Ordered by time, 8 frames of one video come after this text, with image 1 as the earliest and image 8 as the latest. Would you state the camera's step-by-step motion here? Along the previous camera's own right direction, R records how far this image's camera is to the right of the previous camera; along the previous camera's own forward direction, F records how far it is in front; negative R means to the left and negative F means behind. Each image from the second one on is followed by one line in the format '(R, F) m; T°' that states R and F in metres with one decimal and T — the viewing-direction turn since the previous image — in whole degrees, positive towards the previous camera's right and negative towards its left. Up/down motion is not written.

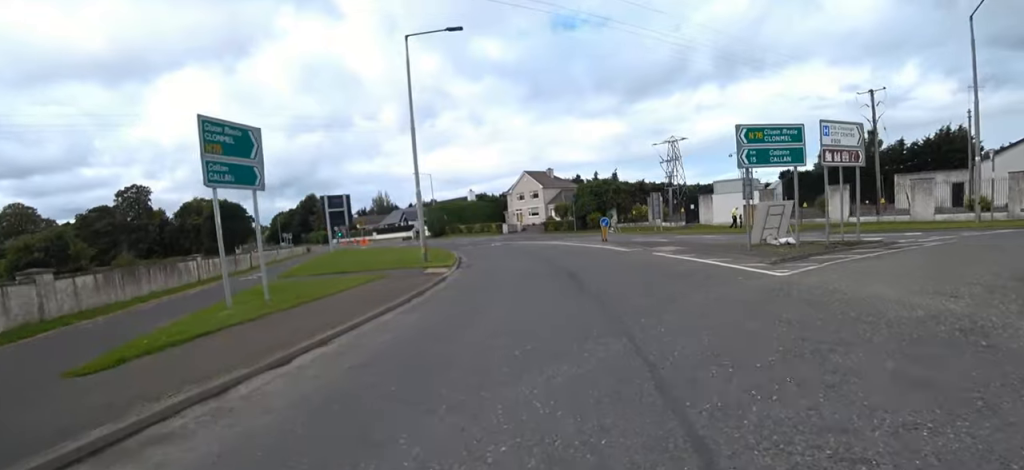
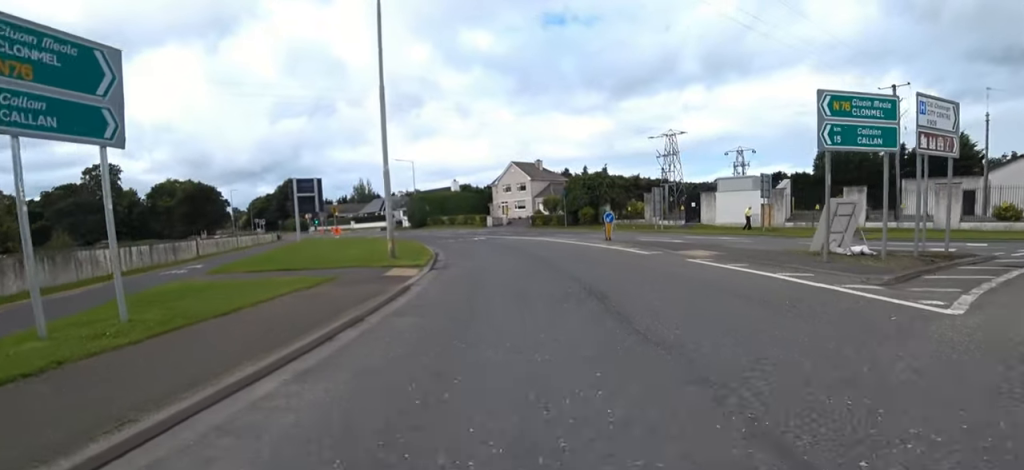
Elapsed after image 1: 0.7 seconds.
(-0.7, +3.6) m; 0°
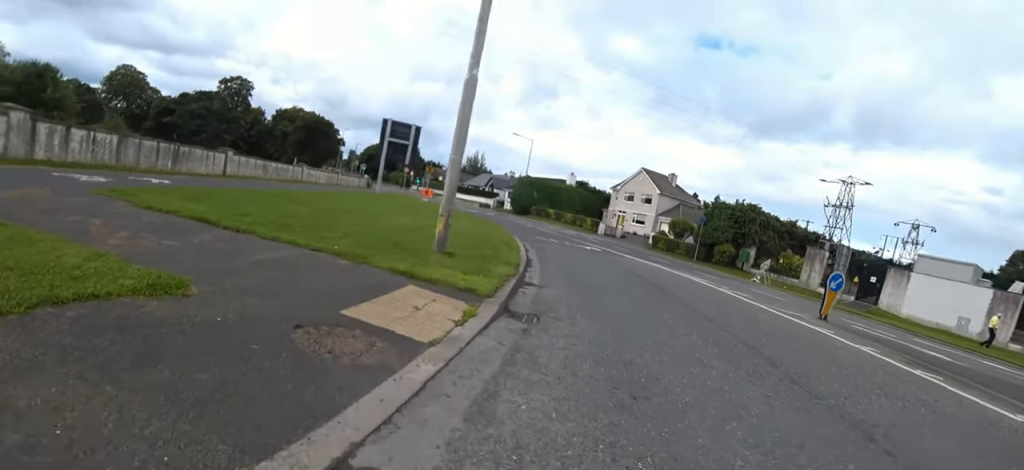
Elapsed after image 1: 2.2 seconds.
(+0.5, +8.0) m; -5°
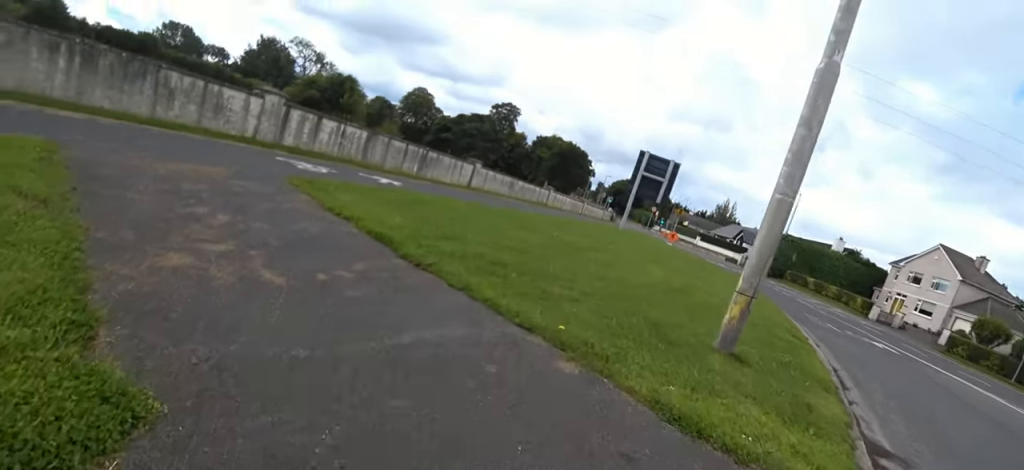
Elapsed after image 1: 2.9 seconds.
(-0.7, +3.0) m; -18°
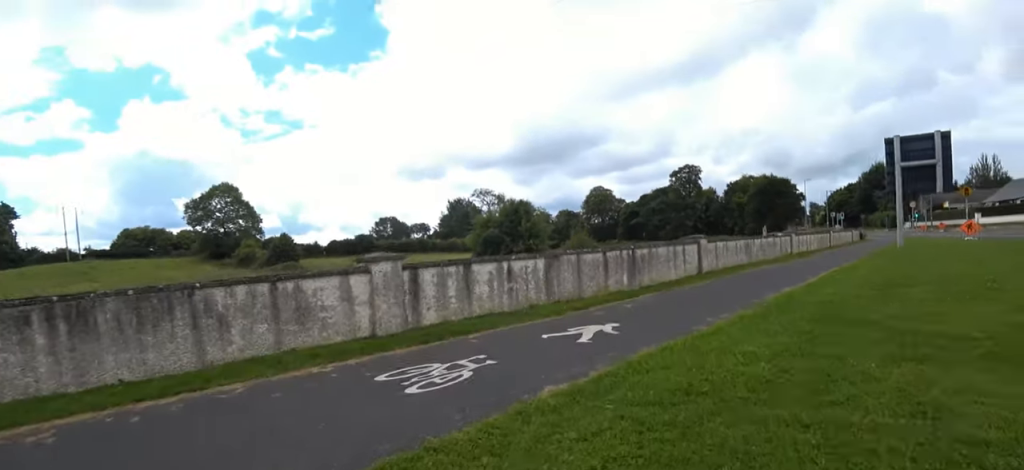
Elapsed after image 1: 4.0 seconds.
(-1.1, +5.0) m; -9°
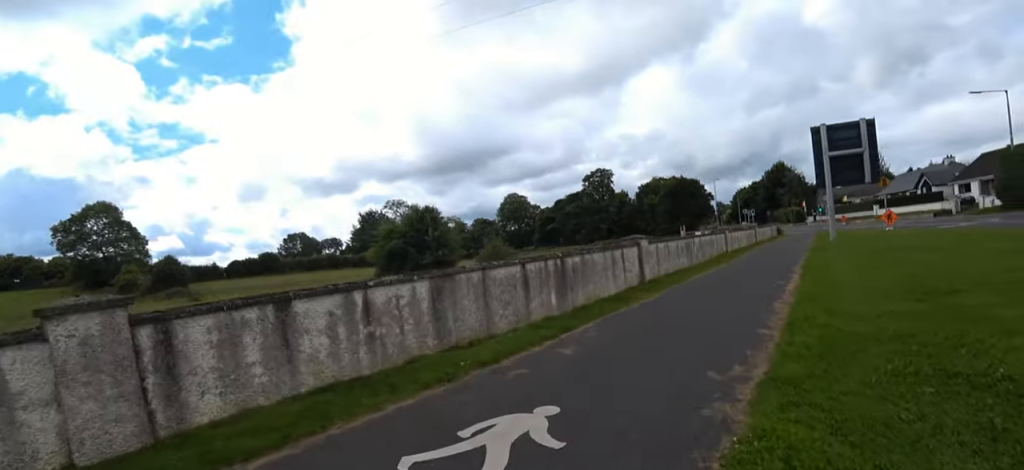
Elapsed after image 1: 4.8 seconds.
(+0.4, +3.3) m; 0°
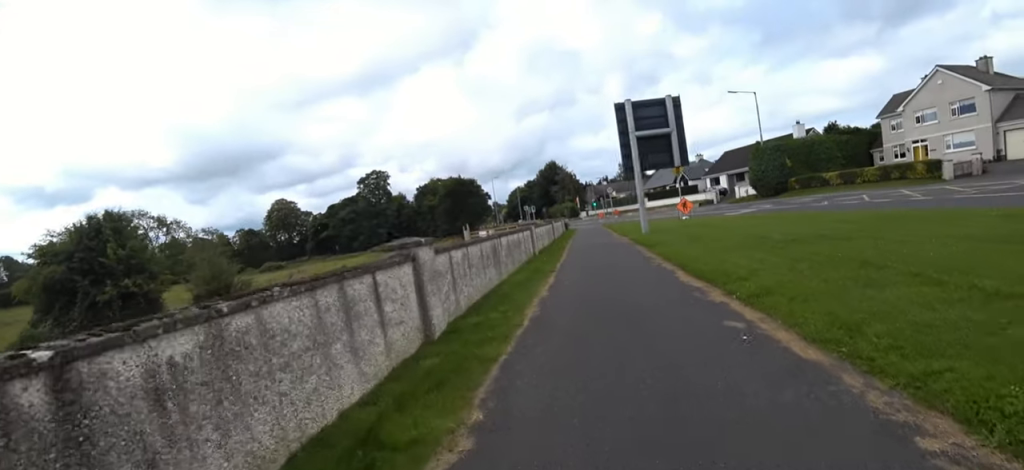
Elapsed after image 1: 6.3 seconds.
(+0.1, +5.7) m; +19°
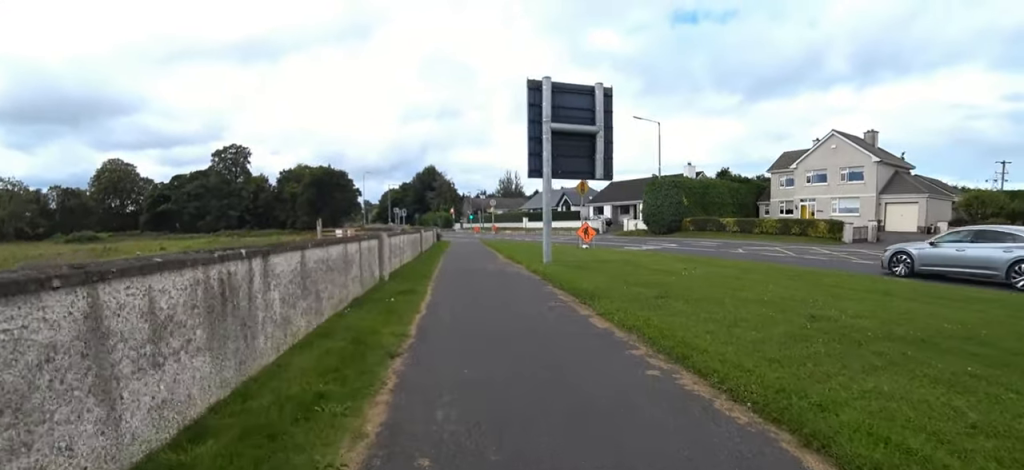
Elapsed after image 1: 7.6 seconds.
(+0.9, +5.4) m; +6°
